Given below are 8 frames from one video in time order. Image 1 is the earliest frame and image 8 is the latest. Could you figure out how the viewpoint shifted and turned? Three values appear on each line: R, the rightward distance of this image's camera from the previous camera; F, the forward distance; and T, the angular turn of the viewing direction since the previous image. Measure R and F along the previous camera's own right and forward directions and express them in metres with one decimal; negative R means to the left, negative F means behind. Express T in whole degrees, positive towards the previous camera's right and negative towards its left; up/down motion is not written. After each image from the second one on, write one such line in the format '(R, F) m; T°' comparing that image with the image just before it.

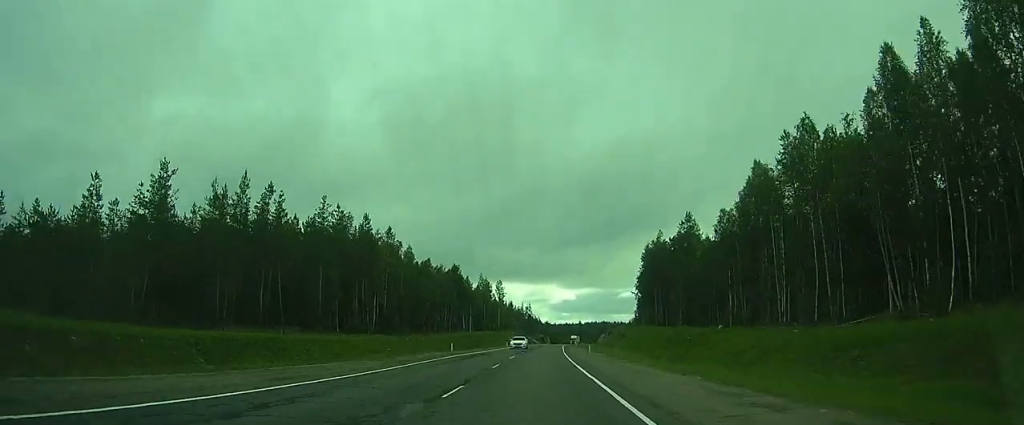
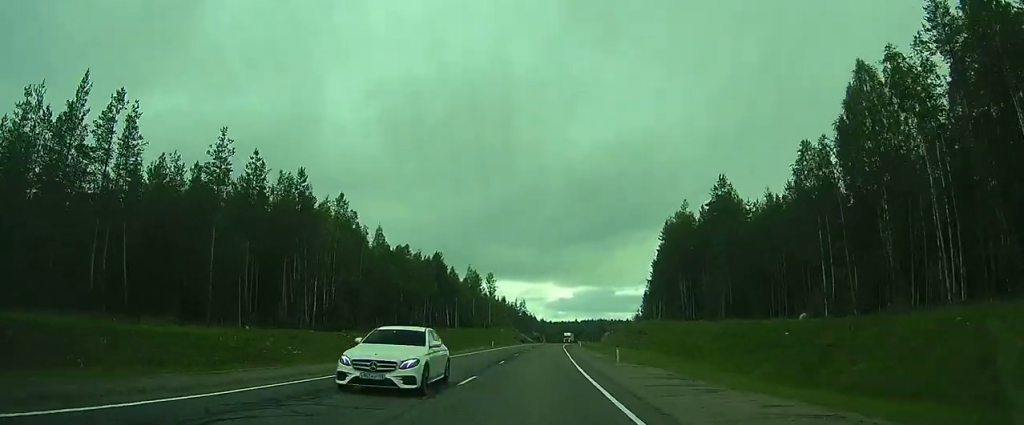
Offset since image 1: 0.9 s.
(+0.2, +21.1) m; +1°
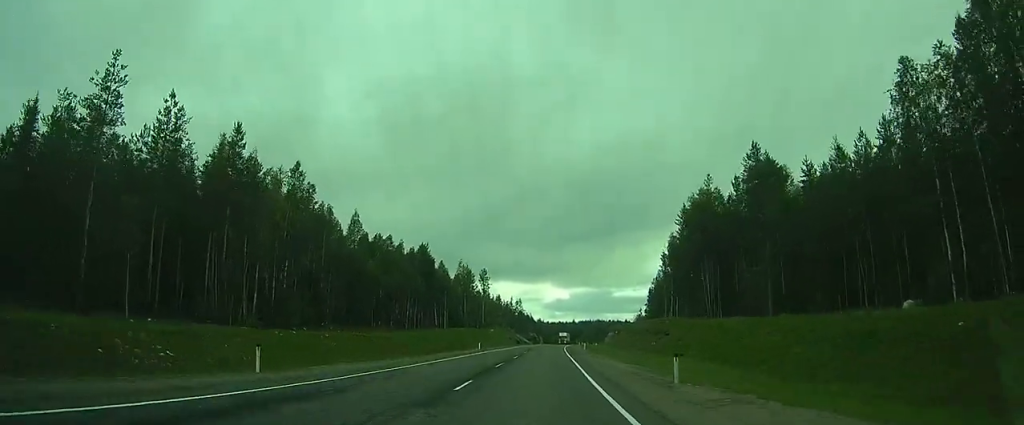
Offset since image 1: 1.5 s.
(+0.1, +13.4) m; 0°
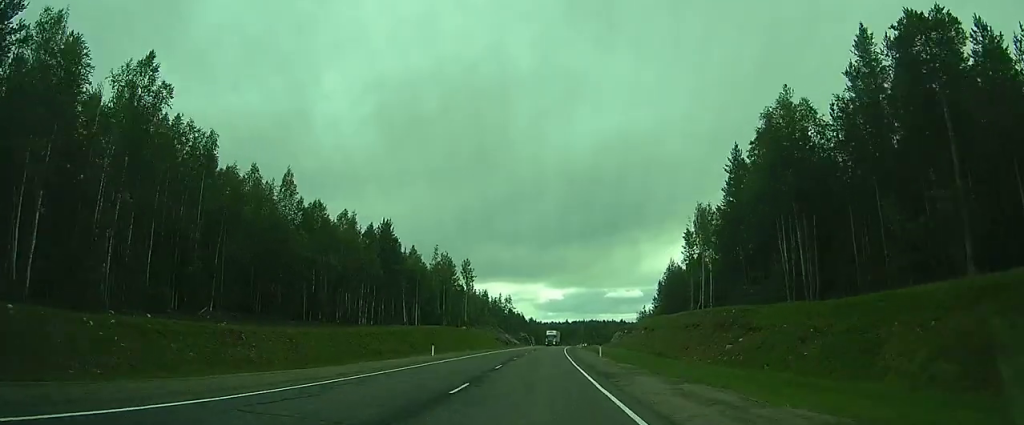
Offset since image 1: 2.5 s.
(0.0, +25.2) m; 0°
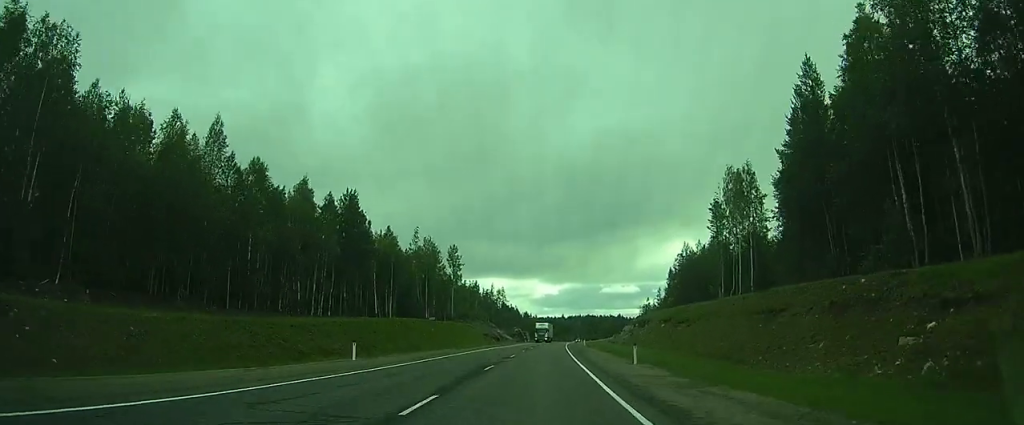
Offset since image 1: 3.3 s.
(0.0, +17.2) m; +1°
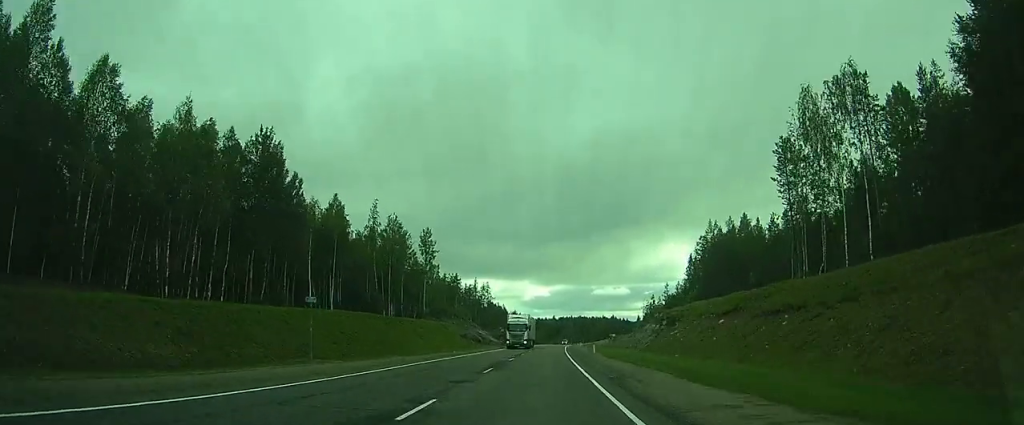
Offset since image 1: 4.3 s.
(+0.4, +24.8) m; +2°
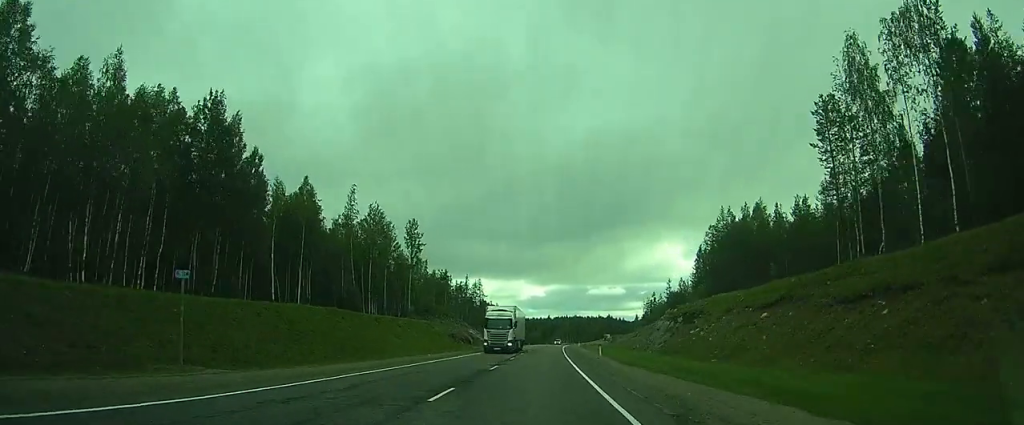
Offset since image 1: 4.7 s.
(+0.1, +9.2) m; +1°
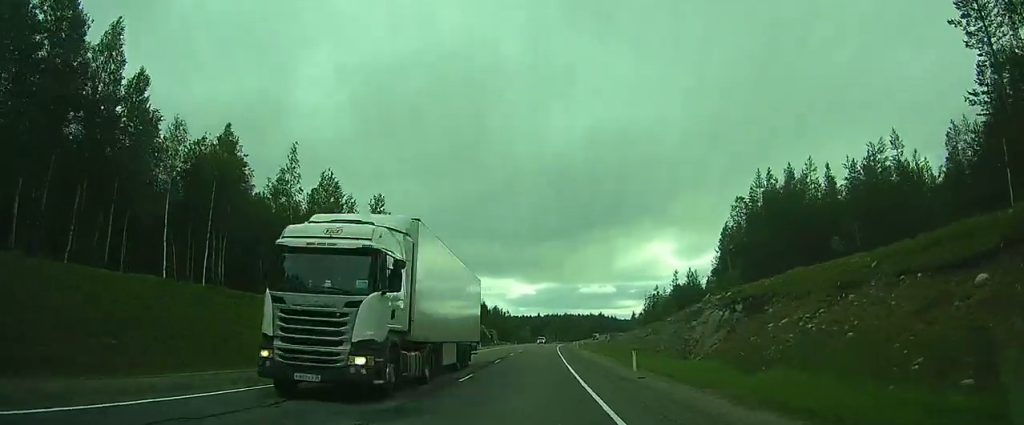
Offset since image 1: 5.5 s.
(+0.3, +18.2) m; +1°
